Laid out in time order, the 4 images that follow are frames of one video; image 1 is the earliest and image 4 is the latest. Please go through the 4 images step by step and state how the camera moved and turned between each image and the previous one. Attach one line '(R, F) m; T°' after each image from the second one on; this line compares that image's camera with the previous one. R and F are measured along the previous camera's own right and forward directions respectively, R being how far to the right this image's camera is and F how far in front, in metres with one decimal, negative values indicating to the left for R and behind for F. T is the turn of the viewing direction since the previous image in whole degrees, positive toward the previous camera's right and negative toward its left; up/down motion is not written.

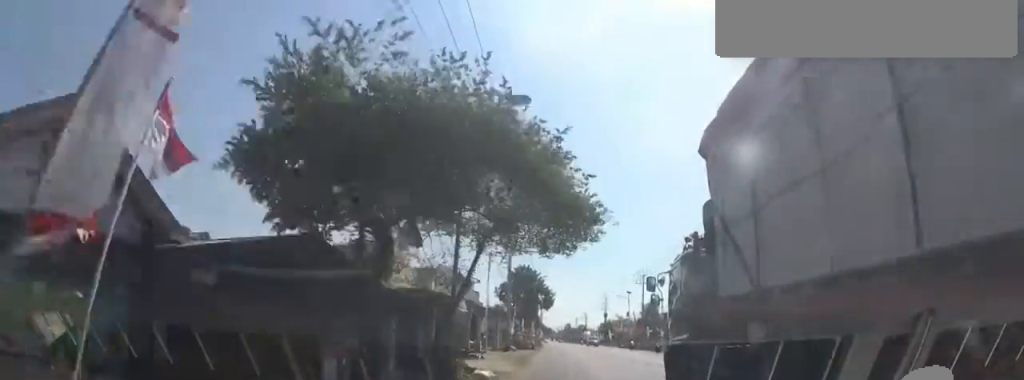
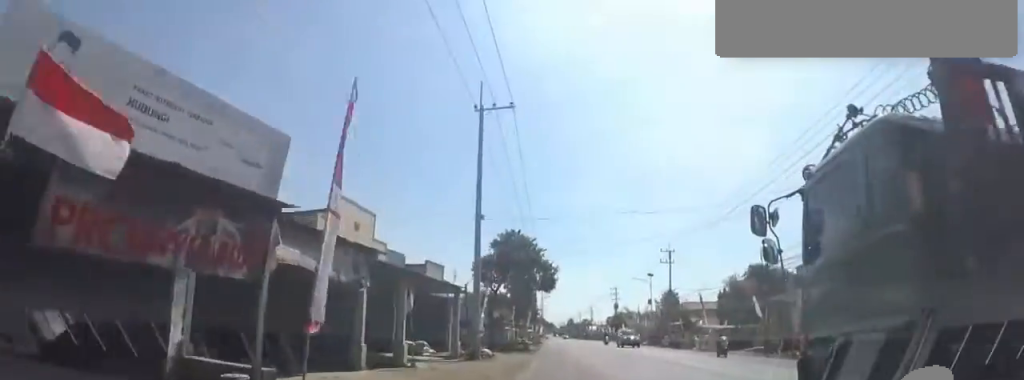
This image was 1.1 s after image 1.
(-0.4, +16.1) m; -1°
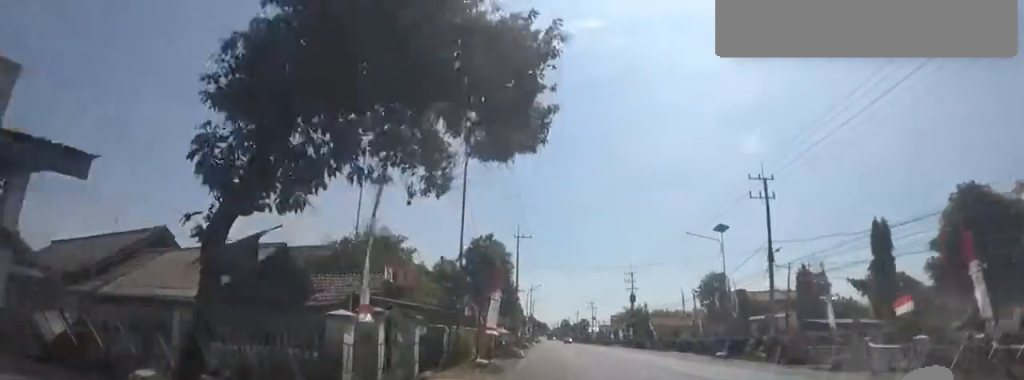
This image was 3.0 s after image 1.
(+0.3, +28.6) m; +1°
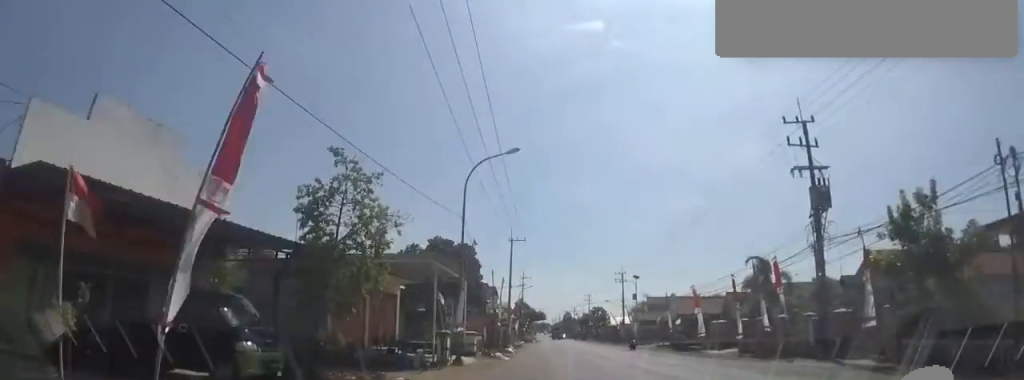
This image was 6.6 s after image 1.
(+0.6, +55.1) m; +4°
